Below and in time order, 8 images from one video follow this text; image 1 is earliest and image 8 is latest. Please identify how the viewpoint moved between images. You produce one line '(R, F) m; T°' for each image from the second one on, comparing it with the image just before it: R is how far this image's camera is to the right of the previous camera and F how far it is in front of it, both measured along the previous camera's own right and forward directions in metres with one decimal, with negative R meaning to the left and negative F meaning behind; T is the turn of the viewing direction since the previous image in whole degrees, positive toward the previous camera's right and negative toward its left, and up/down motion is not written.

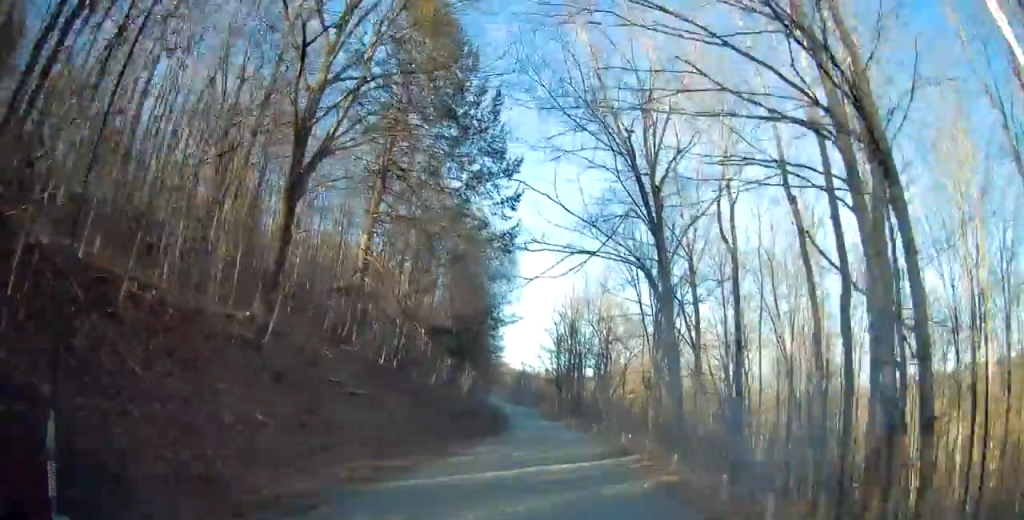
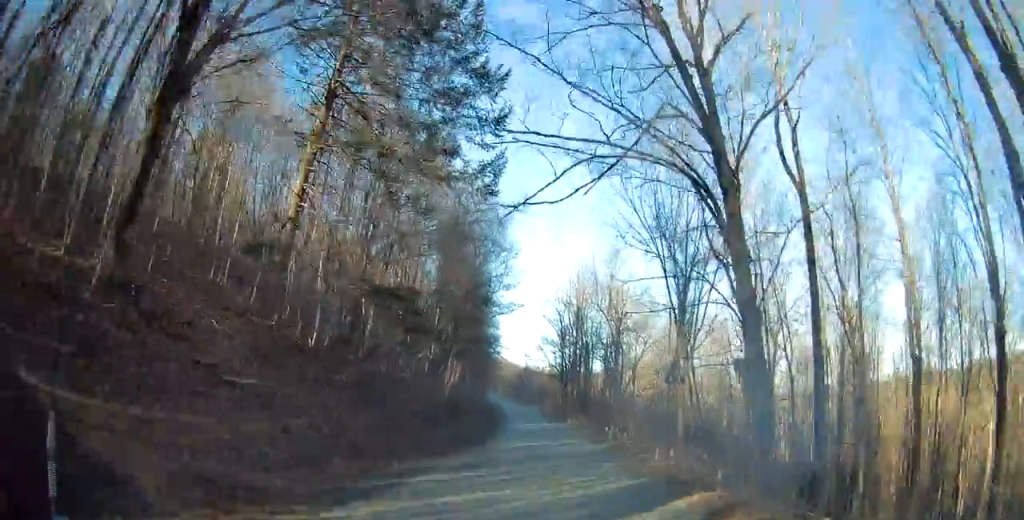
(-0.1, +9.0) m; -1°
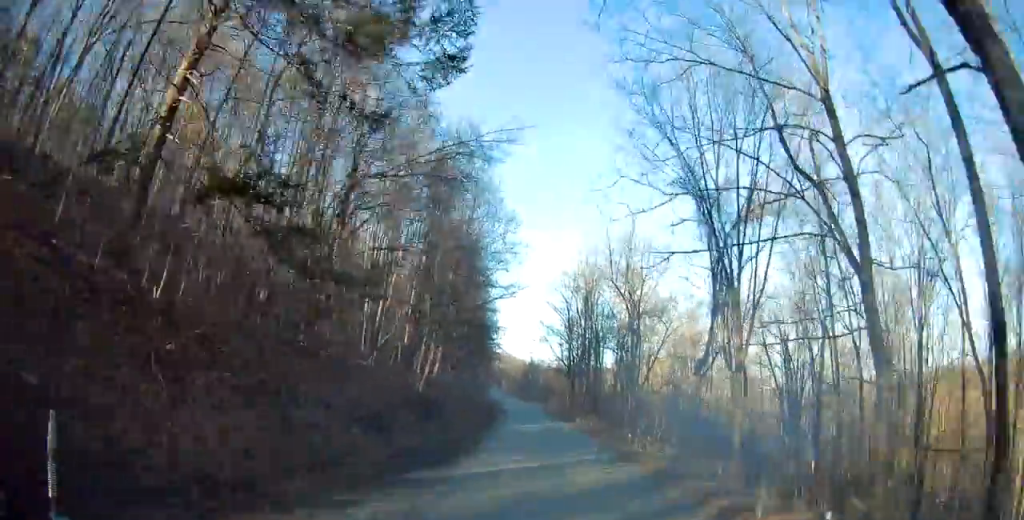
(-0.1, +9.1) m; -1°
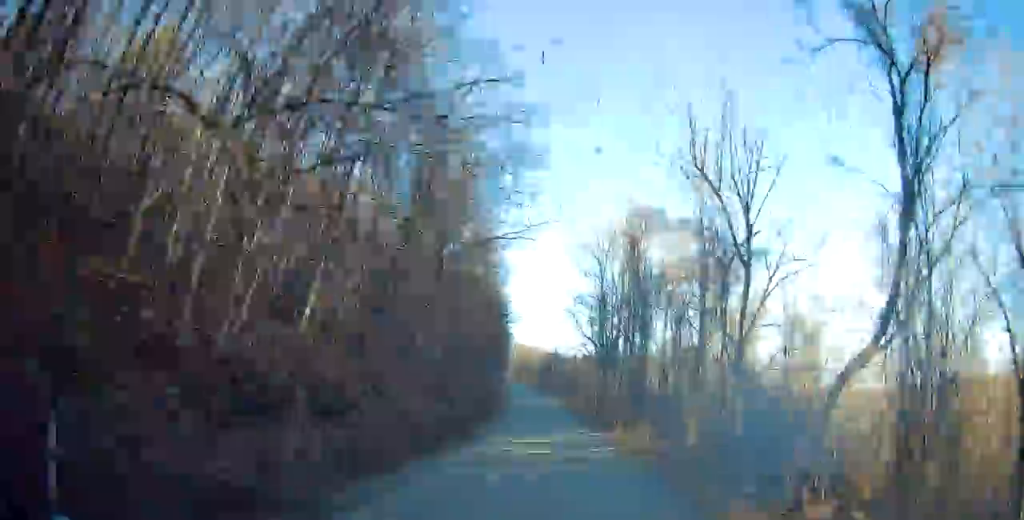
(-0.3, +21.7) m; -3°
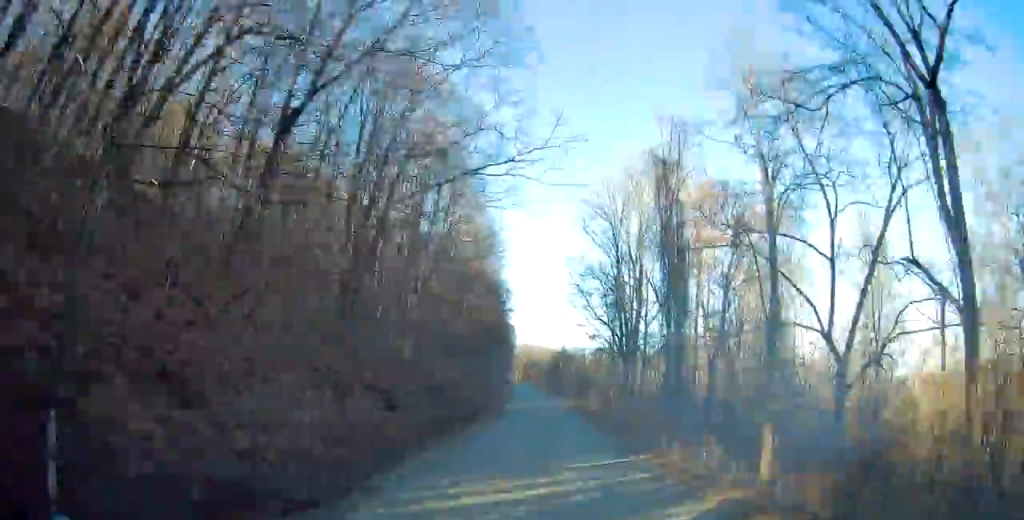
(-0.4, +13.0) m; -1°
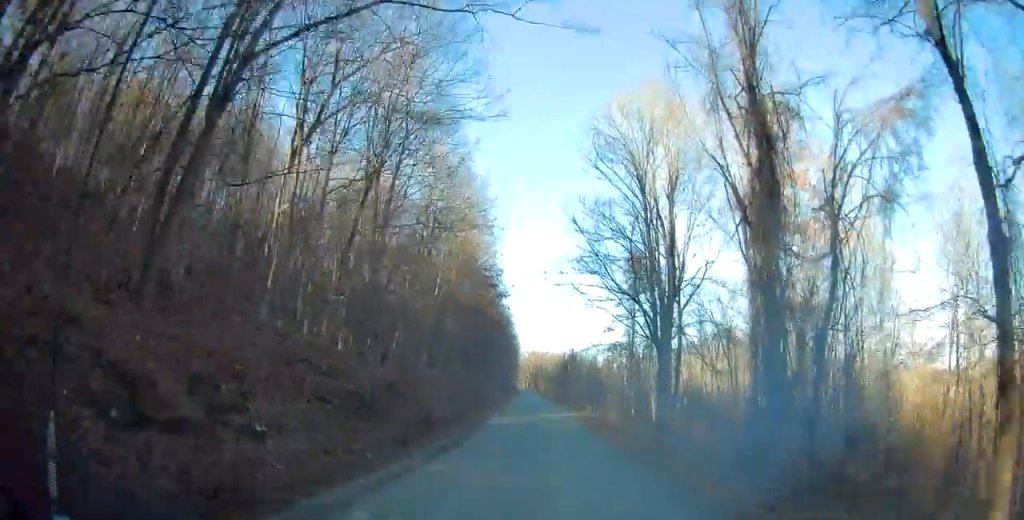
(+0.1, +15.1) m; -1°
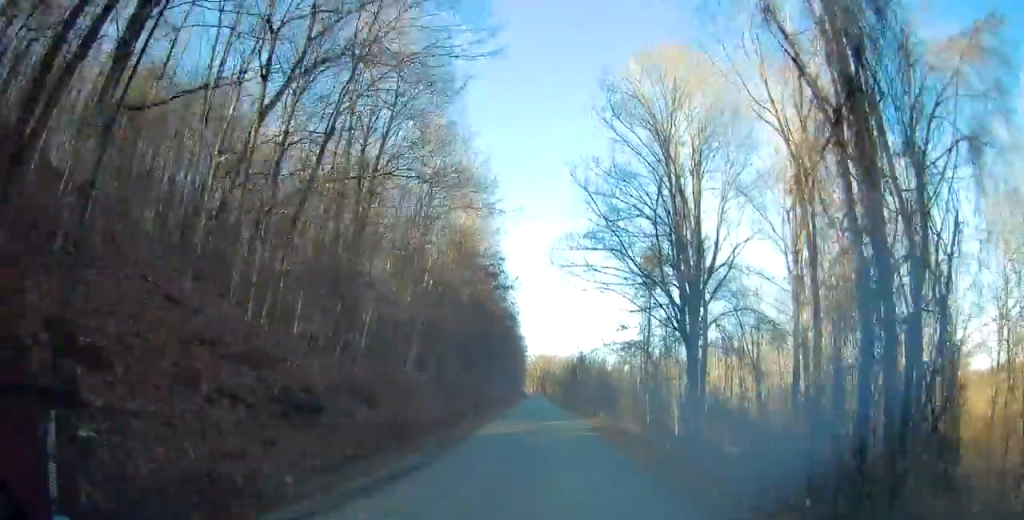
(-0.1, +6.0) m; 0°
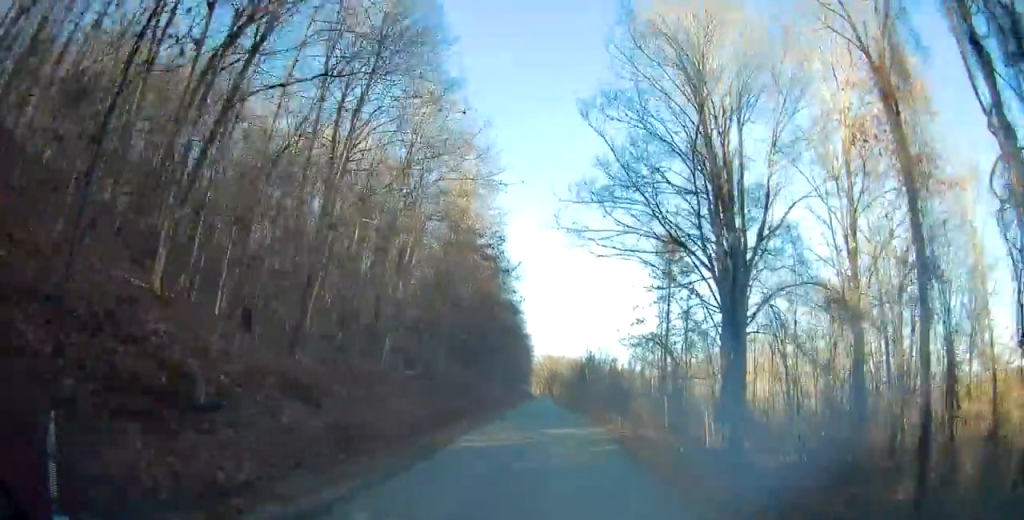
(-0.1, +6.6) m; 0°
